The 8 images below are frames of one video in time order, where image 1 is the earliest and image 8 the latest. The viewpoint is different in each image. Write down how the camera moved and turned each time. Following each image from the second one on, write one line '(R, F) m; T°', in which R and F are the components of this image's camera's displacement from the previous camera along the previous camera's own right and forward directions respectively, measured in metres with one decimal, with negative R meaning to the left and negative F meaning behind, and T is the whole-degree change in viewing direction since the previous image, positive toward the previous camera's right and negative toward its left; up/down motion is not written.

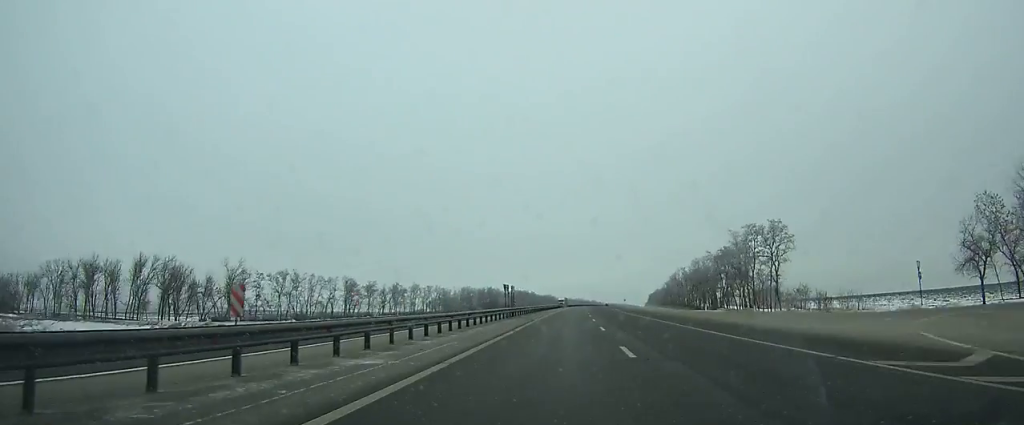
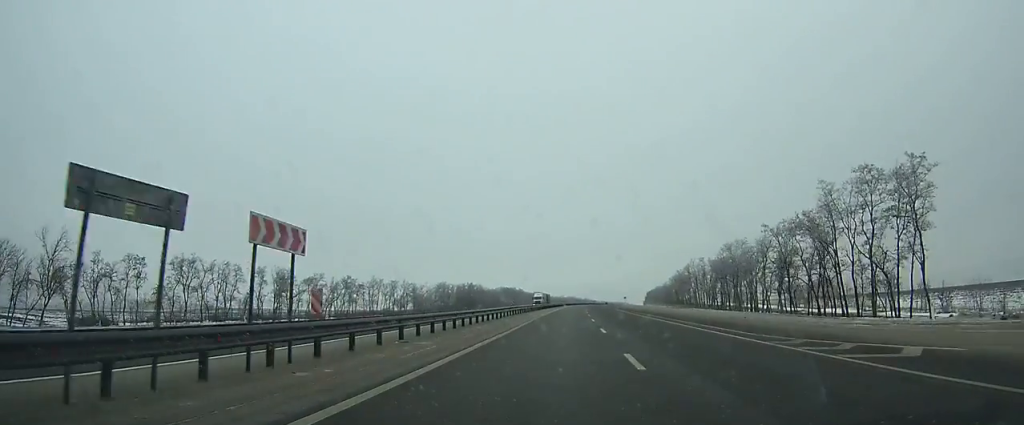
(-0.1, +41.2) m; +1°
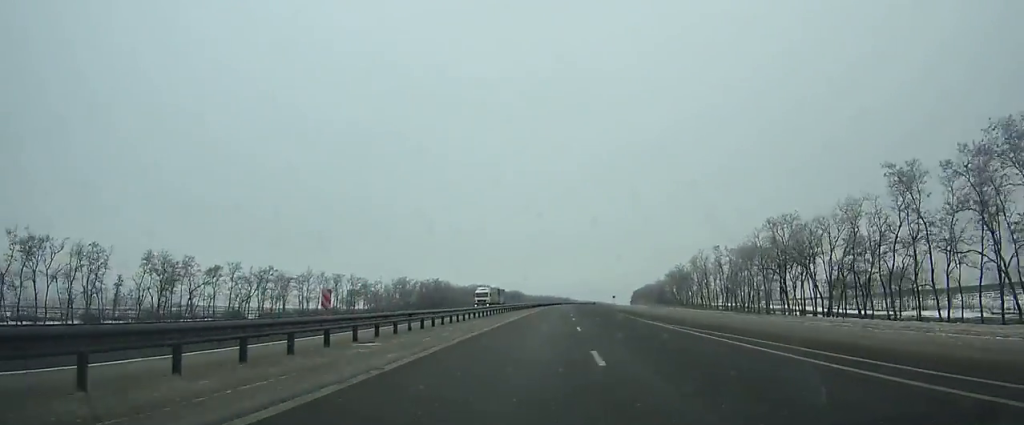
(+0.6, +36.4) m; +1°
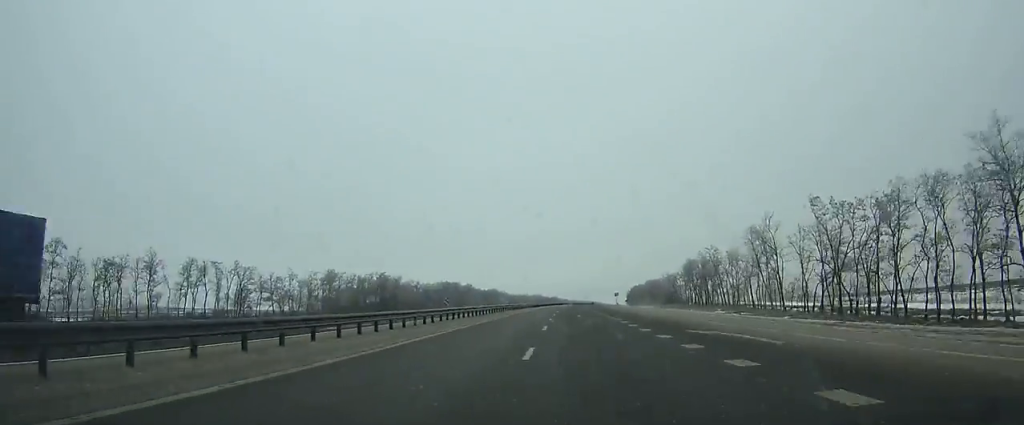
(+0.8, +59.9) m; +1°
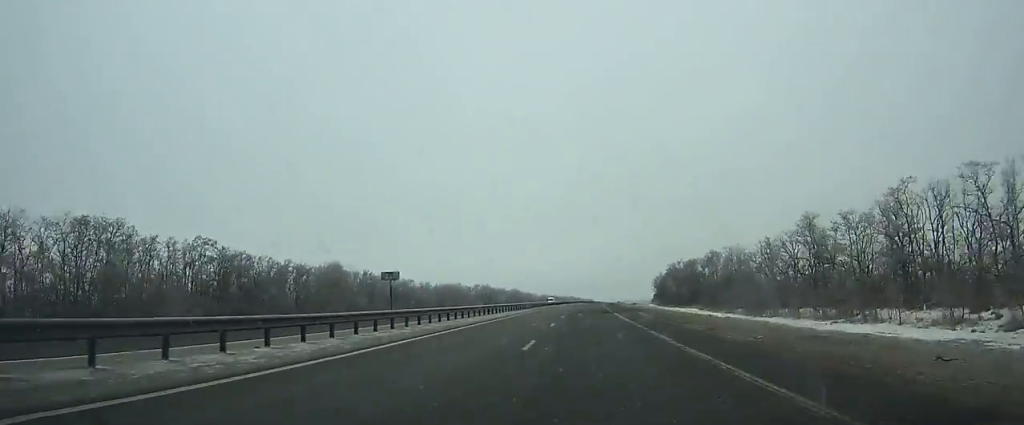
(+5.0, +212.4) m; +3°
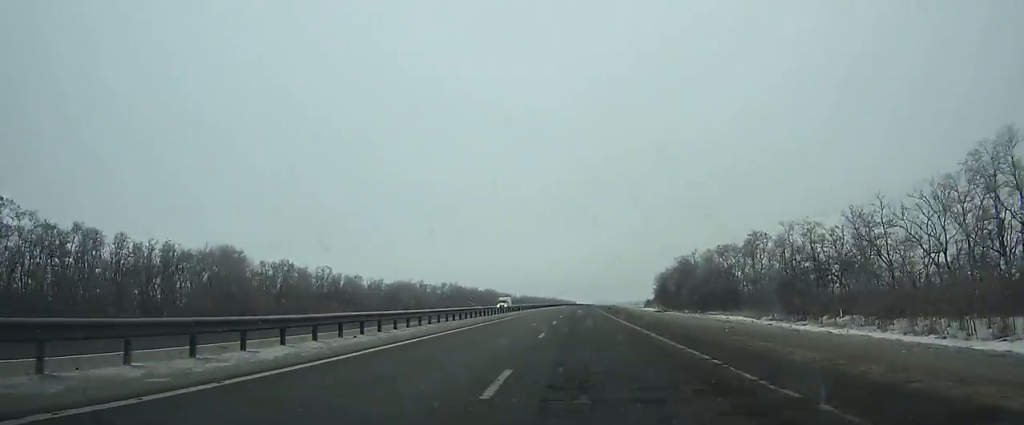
(+0.1, +38.6) m; +1°
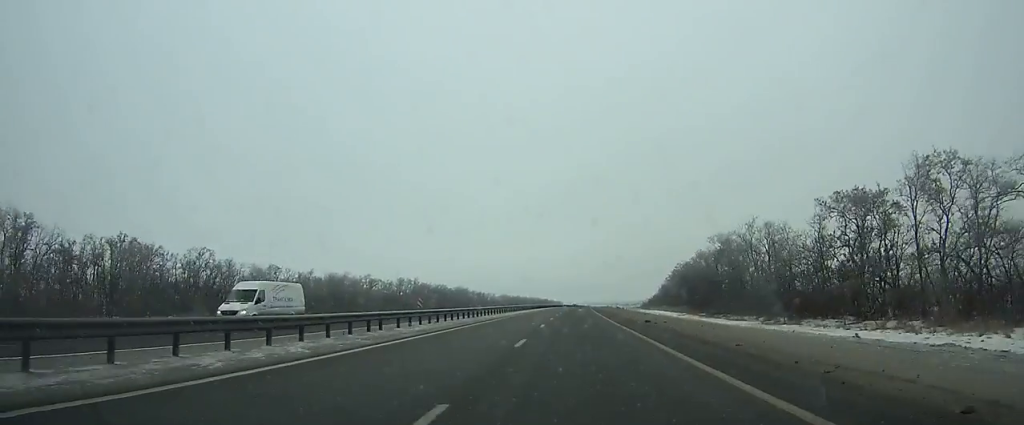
(+0.6, +47.6) m; +1°
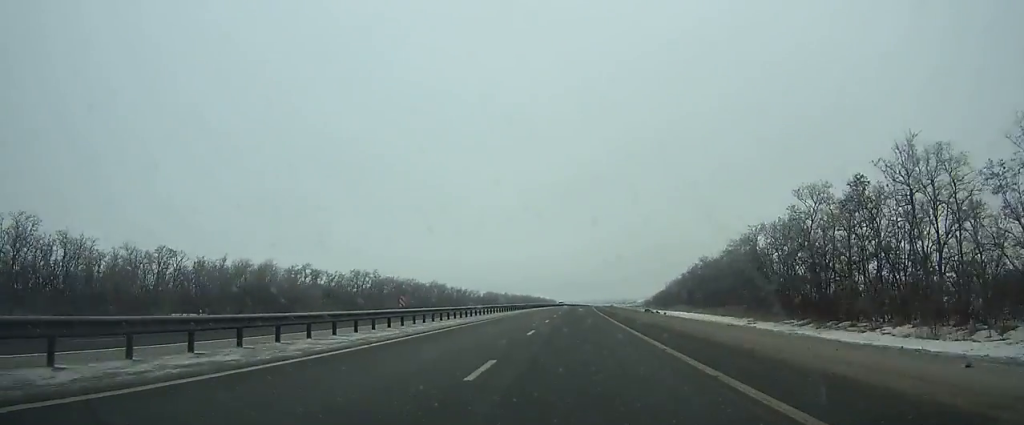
(+0.3, +40.6) m; +1°
